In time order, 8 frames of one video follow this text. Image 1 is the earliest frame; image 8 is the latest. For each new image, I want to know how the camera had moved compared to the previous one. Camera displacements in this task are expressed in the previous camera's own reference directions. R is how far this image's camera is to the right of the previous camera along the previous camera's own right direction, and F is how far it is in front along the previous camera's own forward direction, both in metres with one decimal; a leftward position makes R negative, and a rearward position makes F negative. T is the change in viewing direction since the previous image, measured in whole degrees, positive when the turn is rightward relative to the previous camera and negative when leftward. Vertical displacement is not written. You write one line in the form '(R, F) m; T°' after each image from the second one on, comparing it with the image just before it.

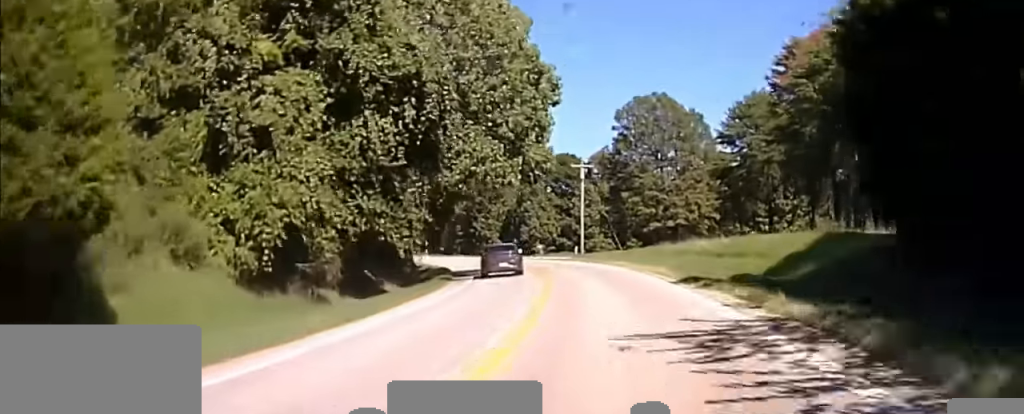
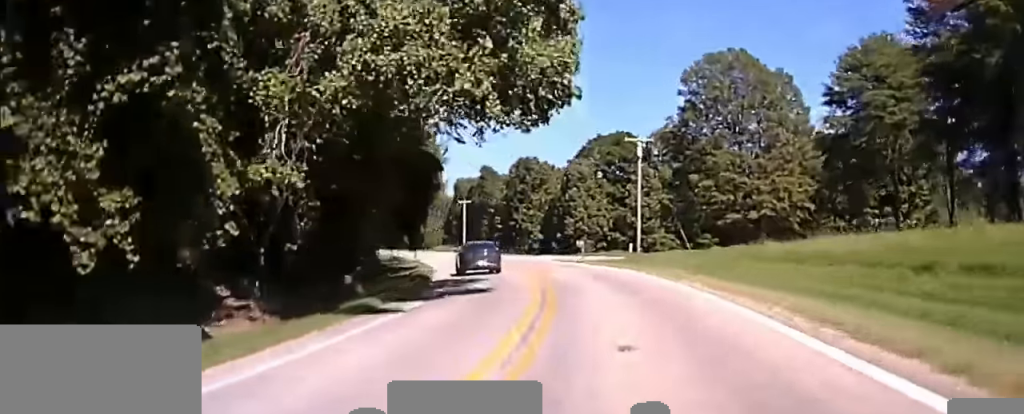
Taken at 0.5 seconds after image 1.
(-0.9, +27.1) m; -4°
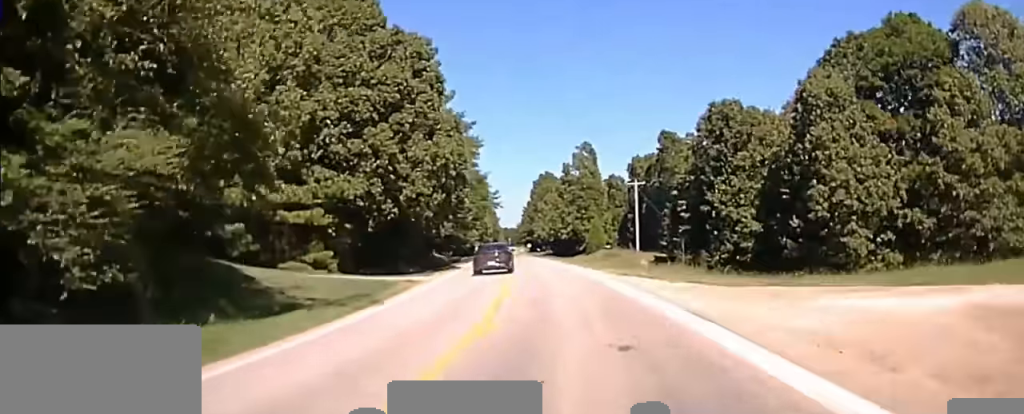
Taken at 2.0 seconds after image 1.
(-7.0, +66.9) m; -12°
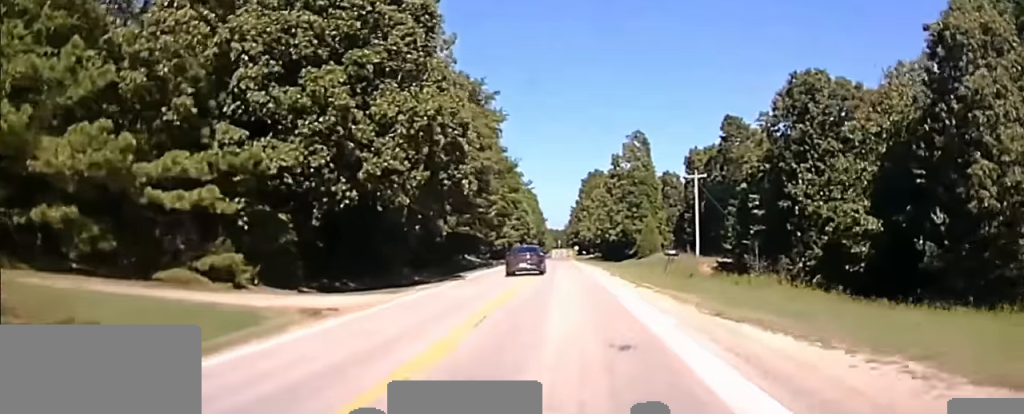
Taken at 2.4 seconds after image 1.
(-0.5, +16.9) m; -3°
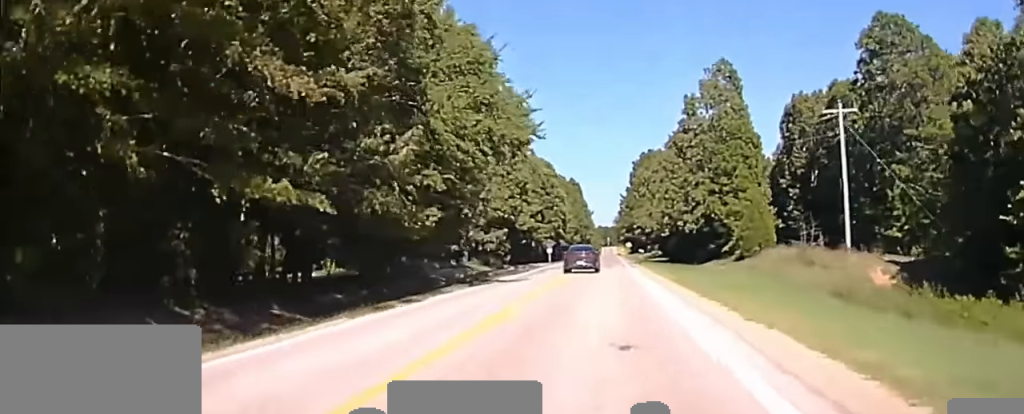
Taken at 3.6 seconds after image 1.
(-2.5, +39.4) m; -4°
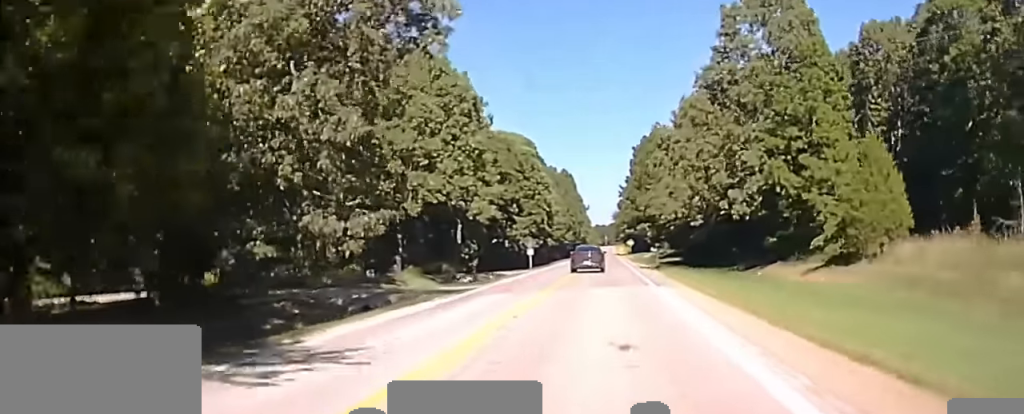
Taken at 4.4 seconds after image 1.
(-0.2, +21.6) m; 0°
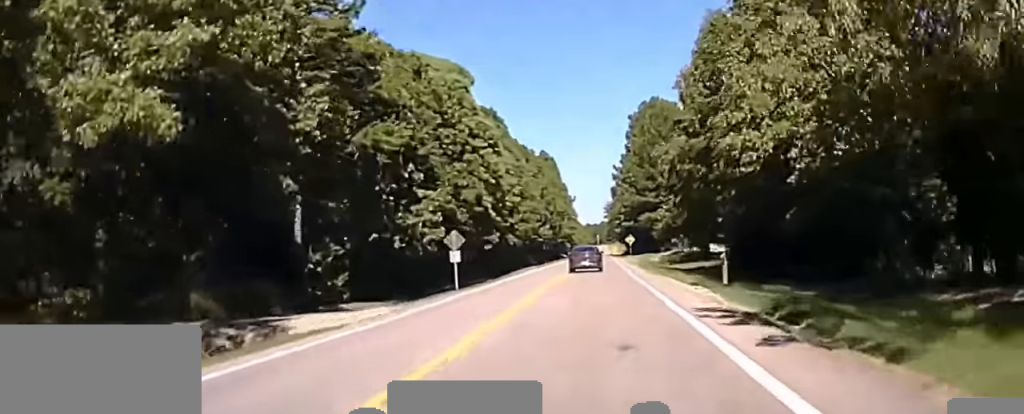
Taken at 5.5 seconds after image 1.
(0.0, +33.5) m; +1°
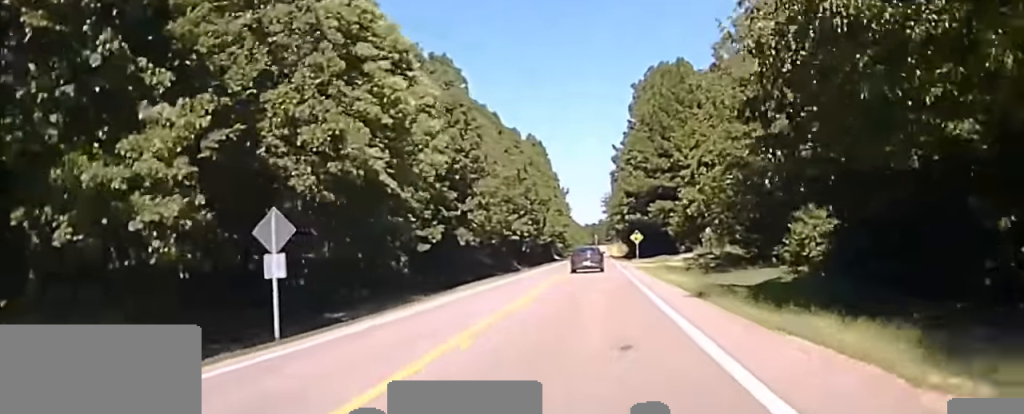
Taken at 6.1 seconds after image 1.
(0.0, +22.5) m; +1°
